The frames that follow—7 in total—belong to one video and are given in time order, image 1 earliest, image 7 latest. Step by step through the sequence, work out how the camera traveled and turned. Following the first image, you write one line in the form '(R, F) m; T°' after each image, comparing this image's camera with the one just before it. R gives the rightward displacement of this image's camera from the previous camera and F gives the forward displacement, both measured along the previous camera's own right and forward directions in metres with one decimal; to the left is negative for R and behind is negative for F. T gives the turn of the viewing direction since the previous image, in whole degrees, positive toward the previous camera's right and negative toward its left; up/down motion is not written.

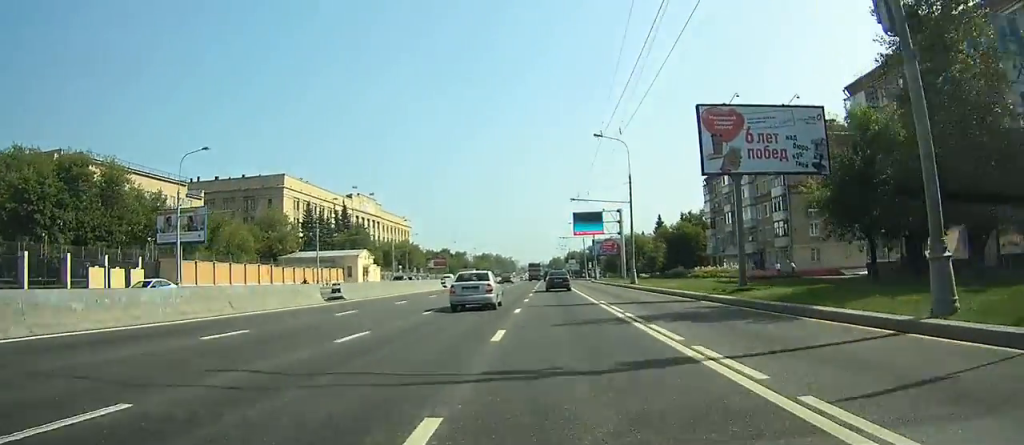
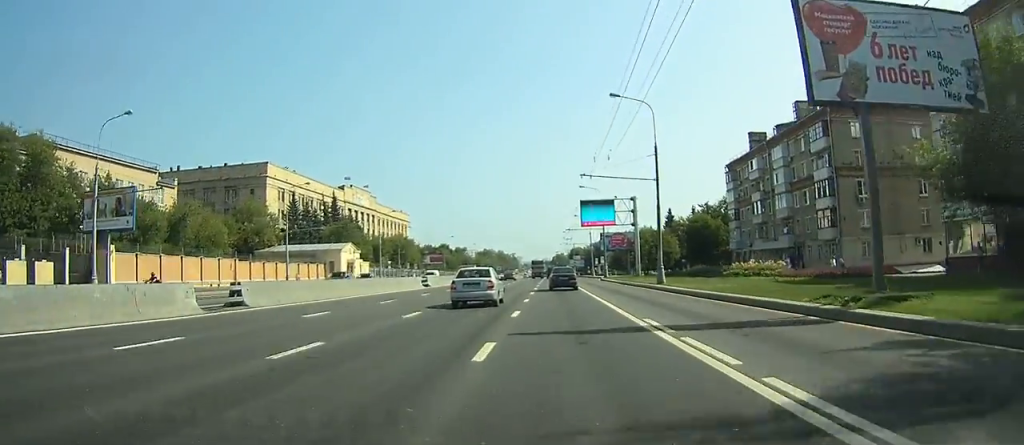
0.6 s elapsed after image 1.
(0.0, +10.8) m; 0°
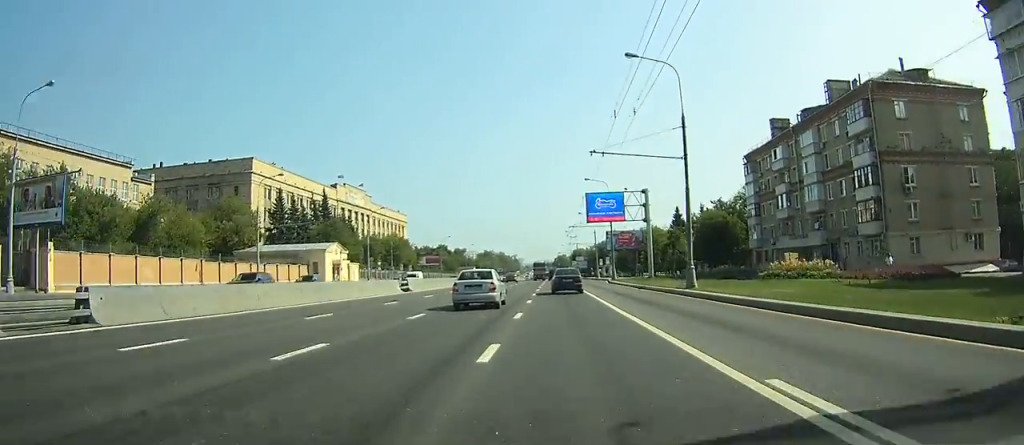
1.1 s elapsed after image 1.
(0.0, +7.9) m; 0°
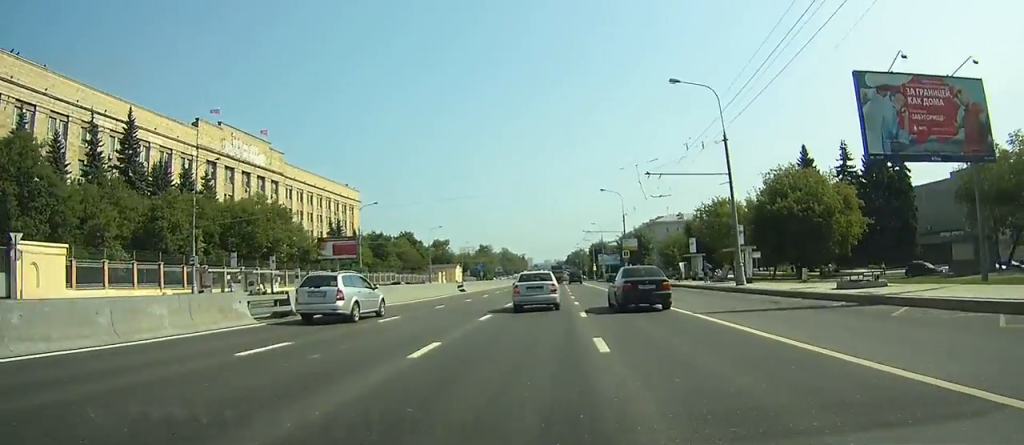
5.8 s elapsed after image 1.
(-0.7, +79.5) m; -1°
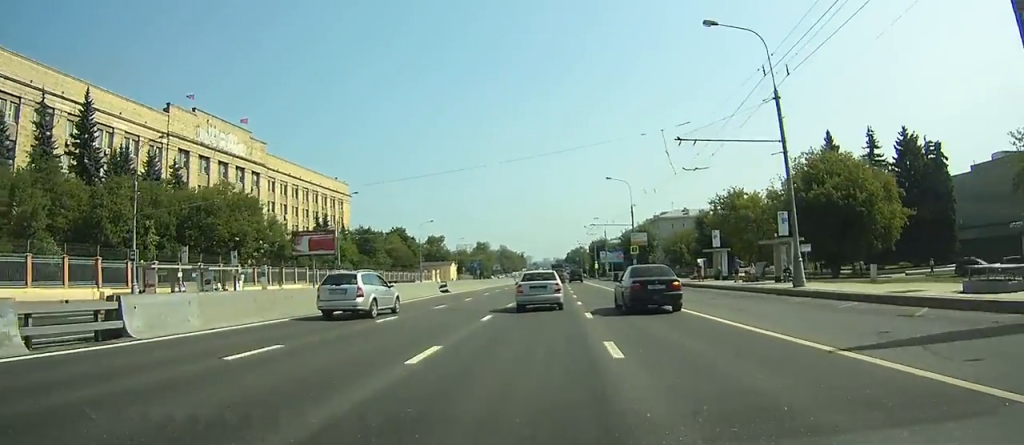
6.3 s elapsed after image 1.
(0.0, +8.6) m; 0°
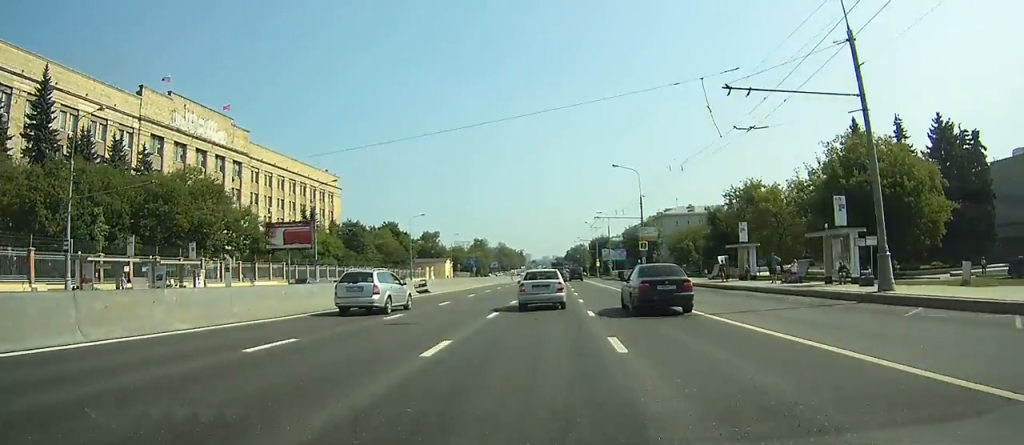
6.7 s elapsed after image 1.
(0.0, +7.4) m; 0°
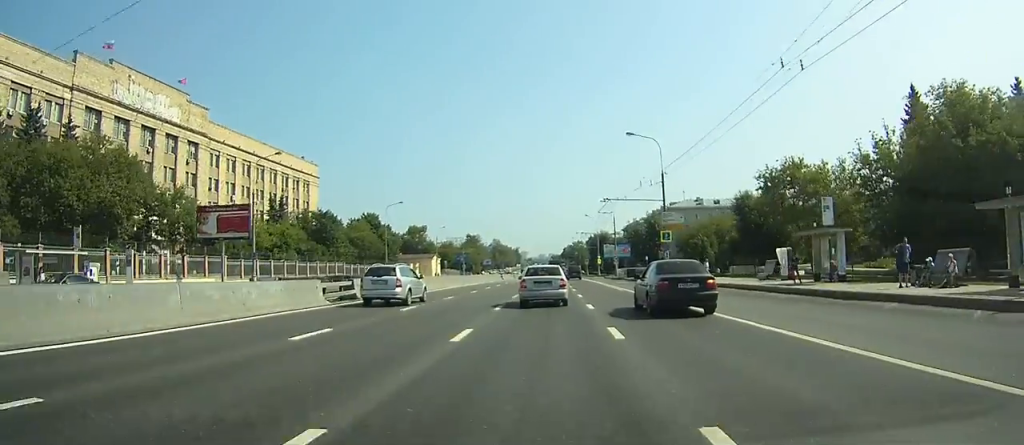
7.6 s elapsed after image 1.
(0.0, +14.3) m; 0°
